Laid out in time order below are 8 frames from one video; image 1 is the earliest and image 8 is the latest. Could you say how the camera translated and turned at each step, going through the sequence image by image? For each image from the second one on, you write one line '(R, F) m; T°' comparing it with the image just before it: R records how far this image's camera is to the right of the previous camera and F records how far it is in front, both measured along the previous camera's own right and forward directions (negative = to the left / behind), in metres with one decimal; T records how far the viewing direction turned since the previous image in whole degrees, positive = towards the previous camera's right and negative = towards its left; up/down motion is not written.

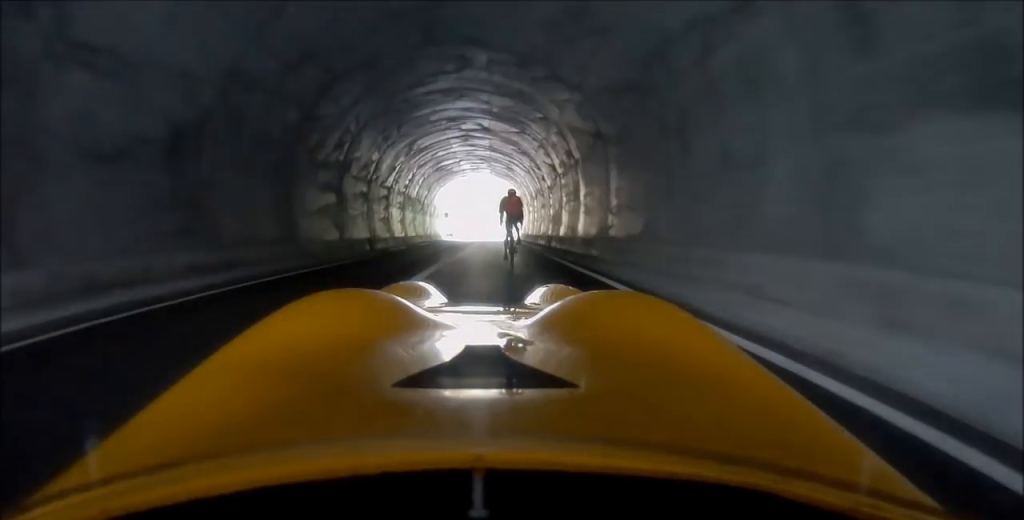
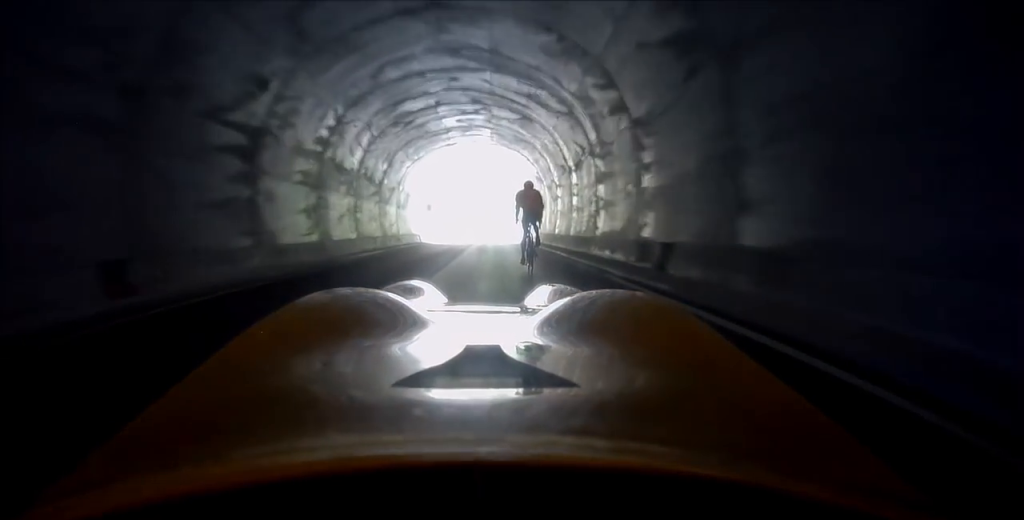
(+0.1, +10.0) m; +3°
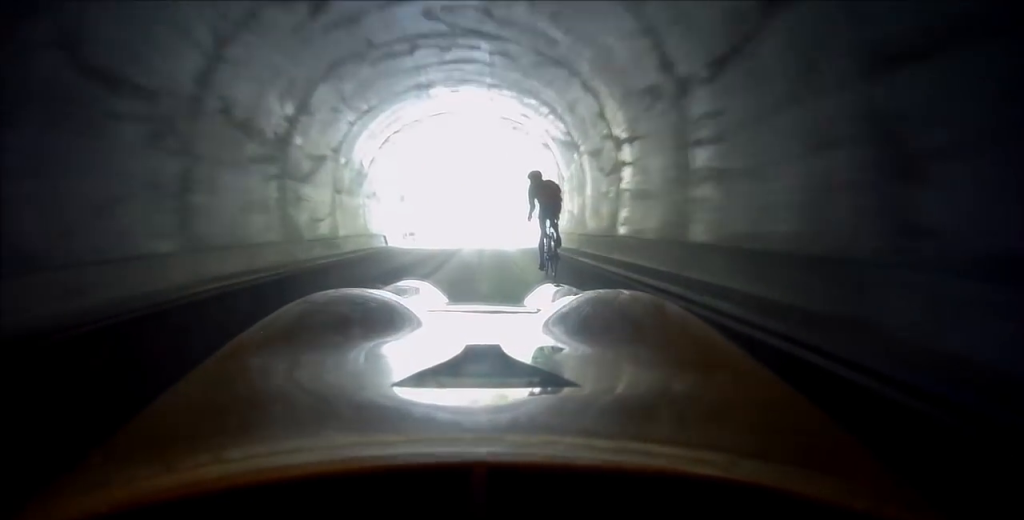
(+0.3, +7.5) m; +9°
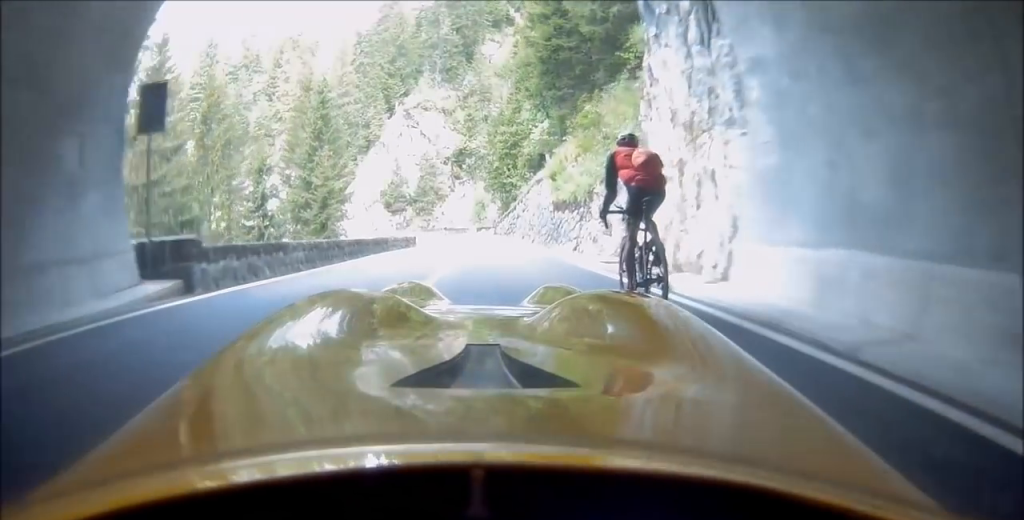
(+2.4, +14.6) m; +20°
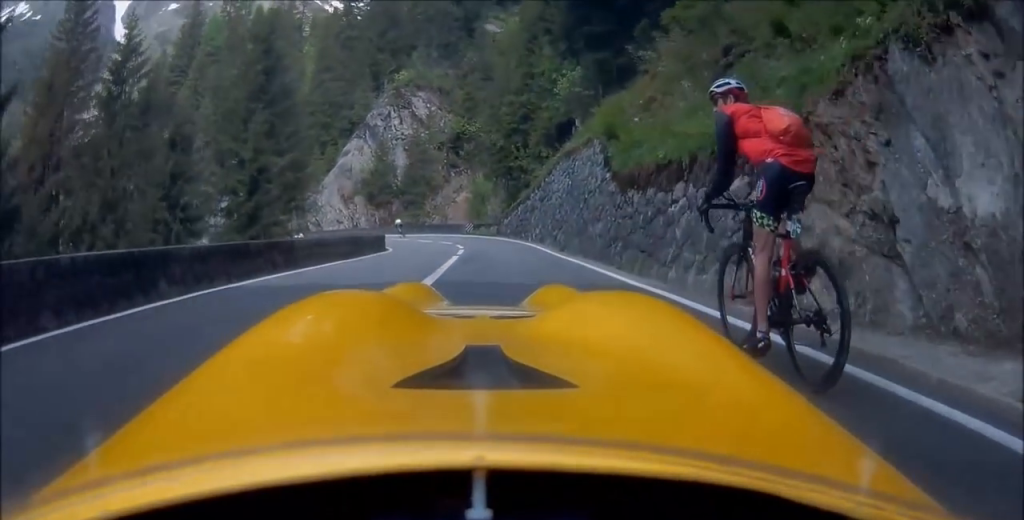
(+0.9, +9.2) m; +4°
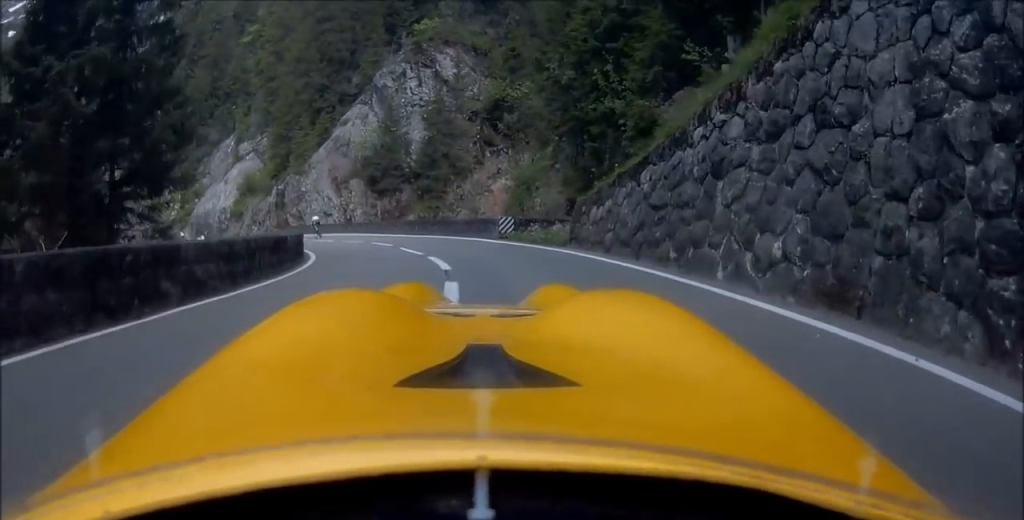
(+0.5, +19.5) m; 0°
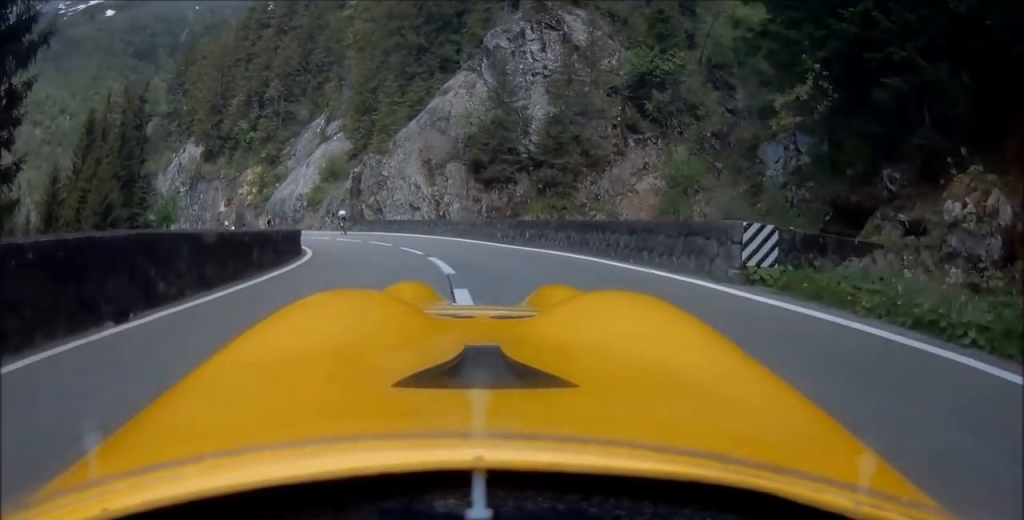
(-0.3, +18.4) m; -6°
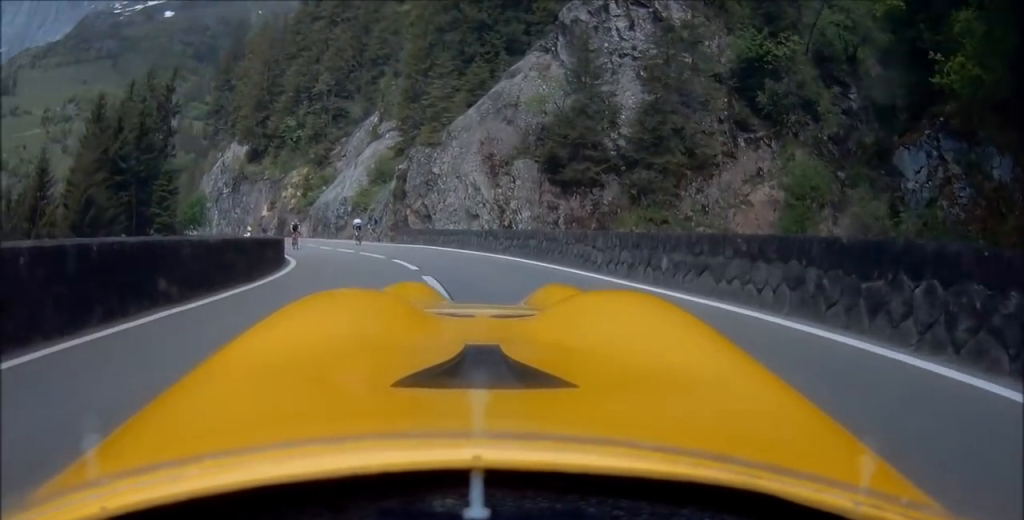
(-0.7, +12.3) m; -4°
